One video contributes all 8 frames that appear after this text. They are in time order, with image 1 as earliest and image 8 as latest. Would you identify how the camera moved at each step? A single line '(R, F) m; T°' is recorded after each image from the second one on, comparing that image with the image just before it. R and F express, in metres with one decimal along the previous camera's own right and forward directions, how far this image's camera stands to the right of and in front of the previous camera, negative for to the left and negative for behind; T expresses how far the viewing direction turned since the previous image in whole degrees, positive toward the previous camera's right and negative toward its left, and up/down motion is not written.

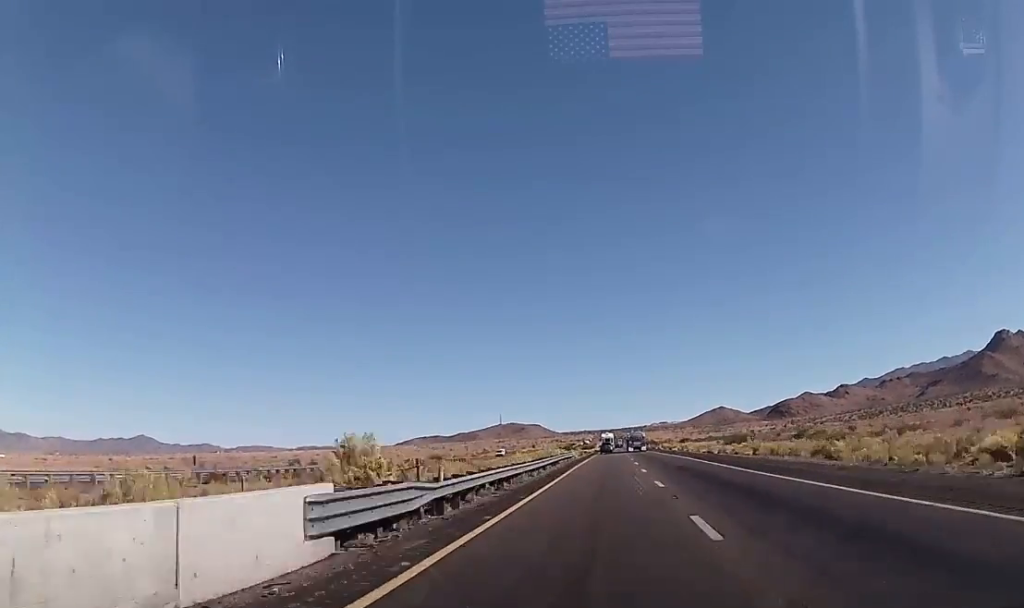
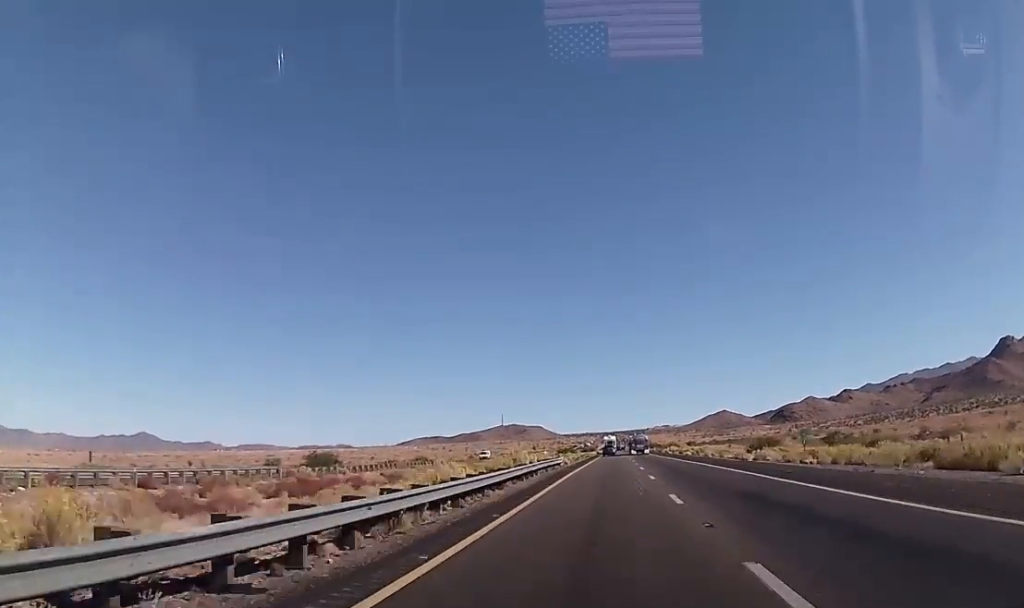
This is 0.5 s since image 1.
(-0.1, +17.3) m; 0°
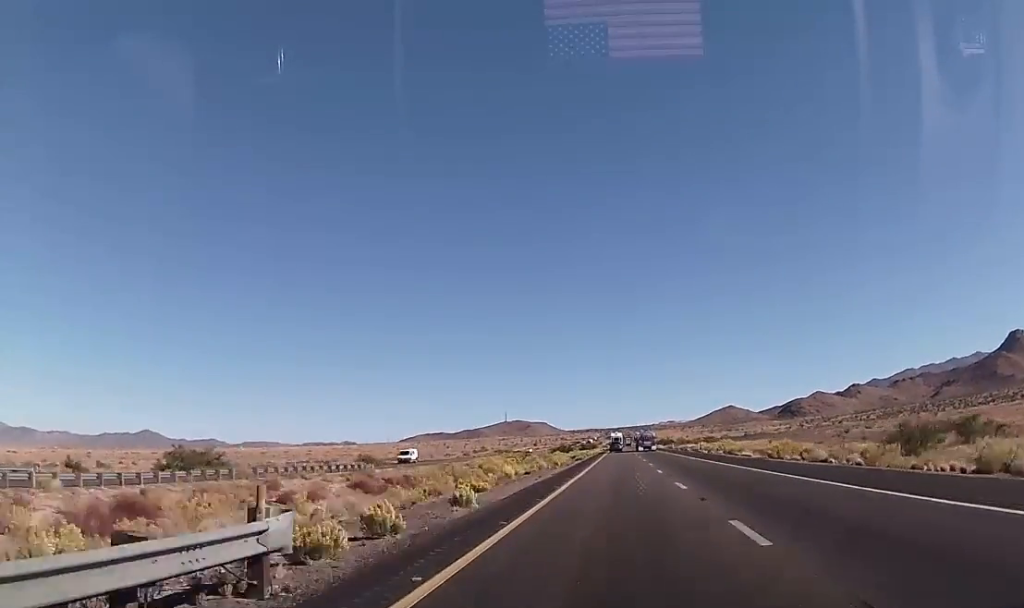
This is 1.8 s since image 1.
(0.0, +44.0) m; +1°
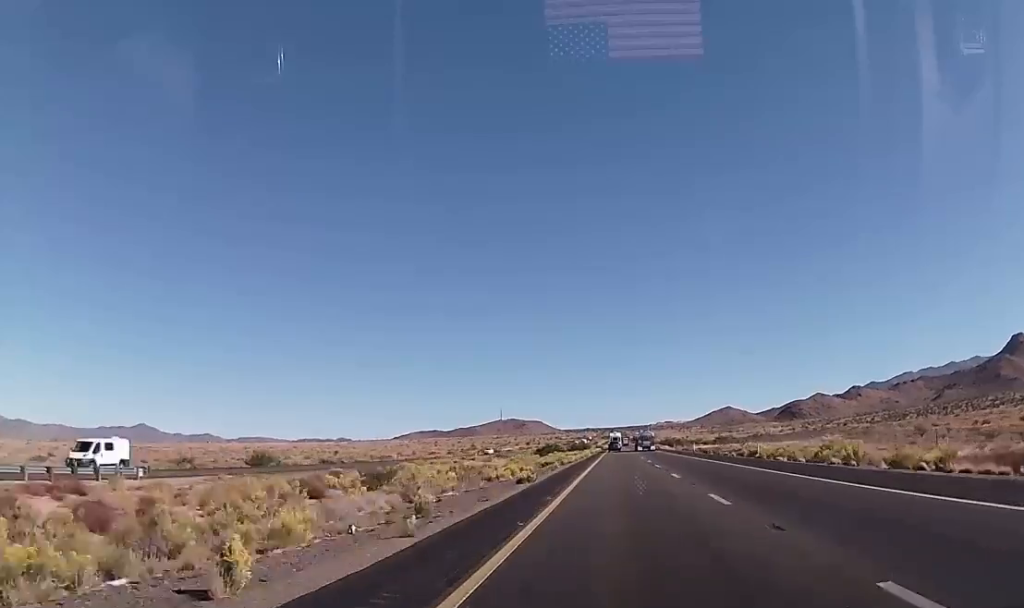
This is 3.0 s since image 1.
(+0.3, +42.8) m; 0°
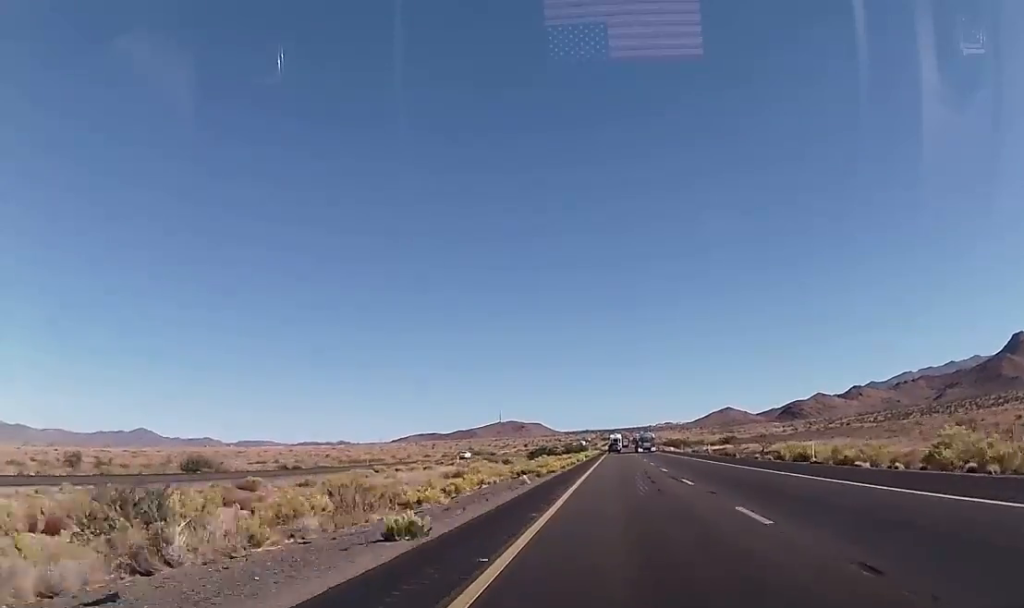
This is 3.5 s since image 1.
(0.0, +16.3) m; -1°
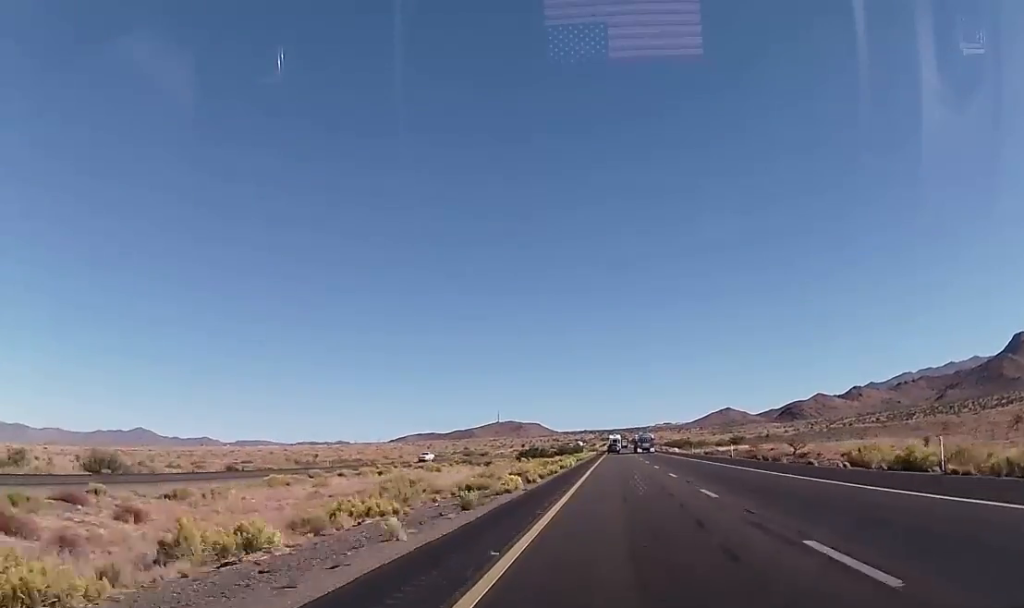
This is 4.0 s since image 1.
(-0.1, +17.4) m; 0°
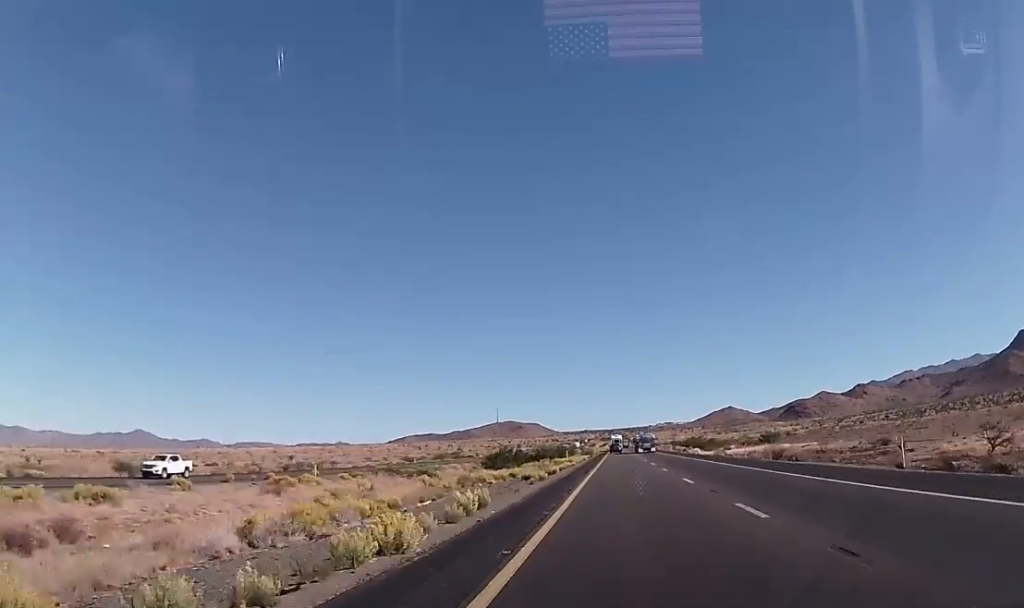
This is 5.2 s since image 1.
(+0.2, +41.8) m; +1°
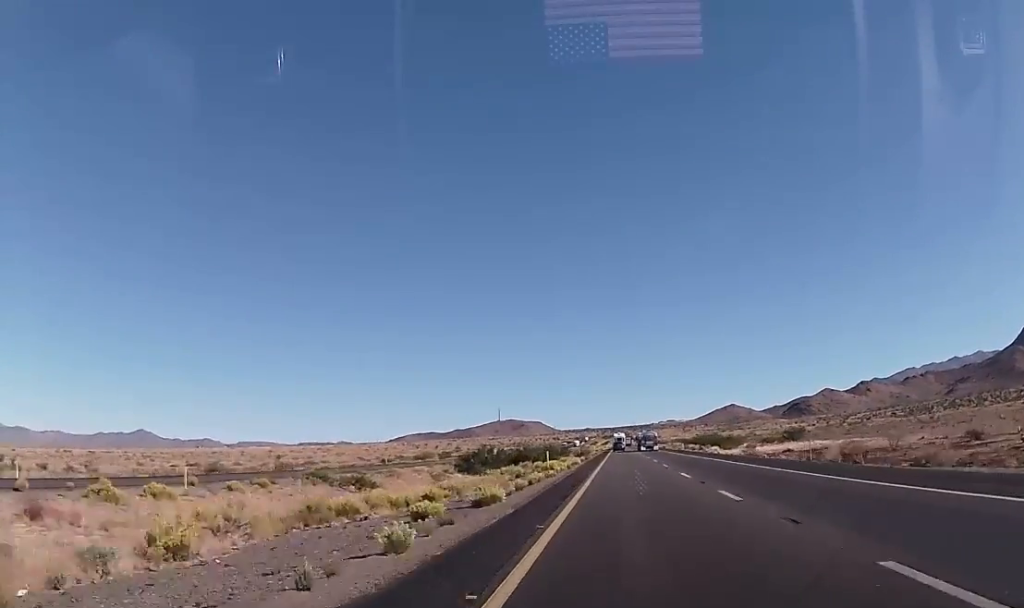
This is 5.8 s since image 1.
(+0.4, +21.0) m; 0°
